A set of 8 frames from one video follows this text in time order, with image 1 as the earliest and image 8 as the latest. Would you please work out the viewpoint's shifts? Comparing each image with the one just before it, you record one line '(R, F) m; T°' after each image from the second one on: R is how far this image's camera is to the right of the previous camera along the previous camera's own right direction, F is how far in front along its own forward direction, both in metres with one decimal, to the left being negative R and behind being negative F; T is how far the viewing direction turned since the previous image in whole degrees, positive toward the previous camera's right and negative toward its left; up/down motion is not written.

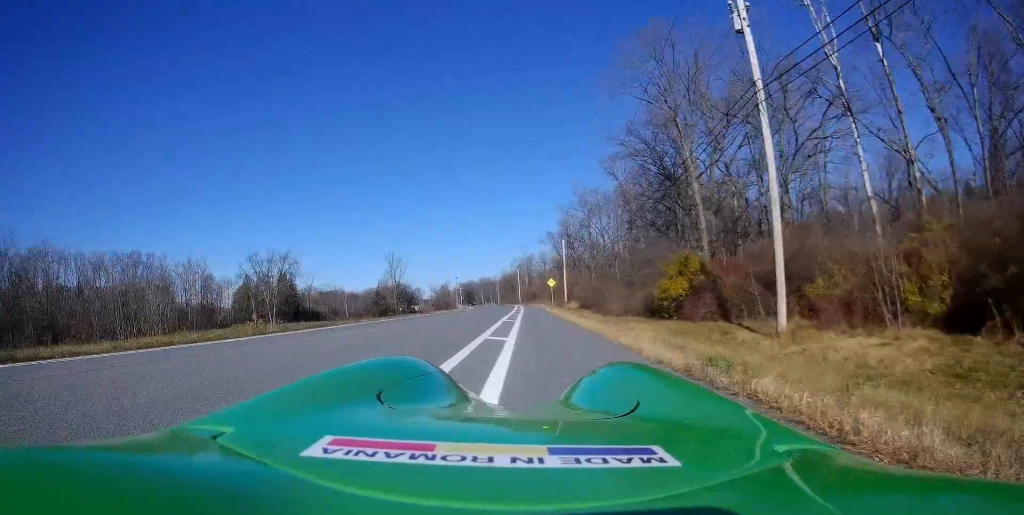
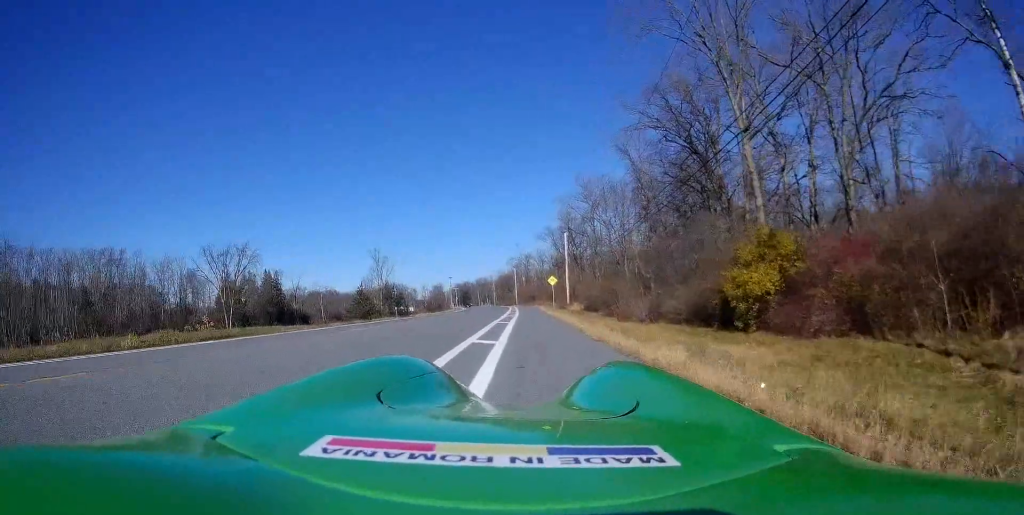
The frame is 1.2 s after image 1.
(+0.1, +10.5) m; +1°
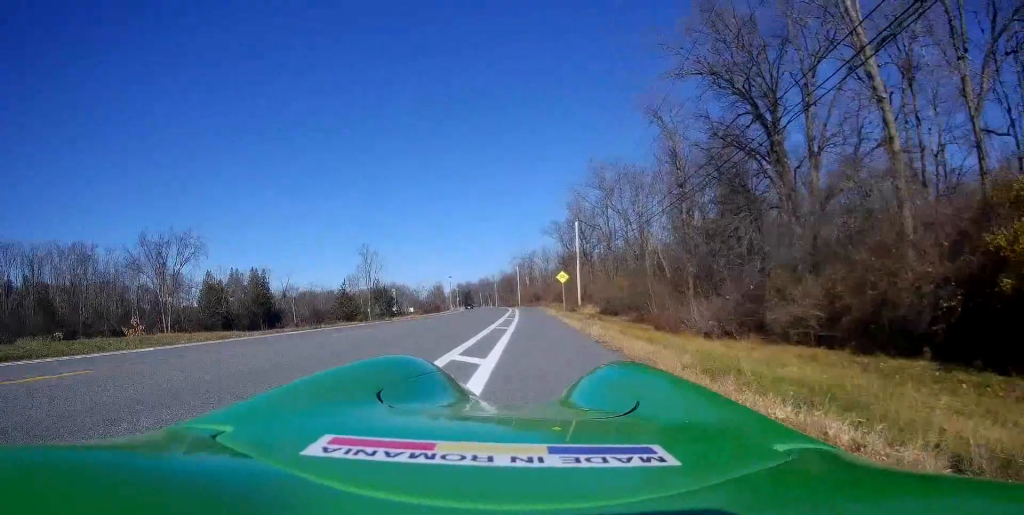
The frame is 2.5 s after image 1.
(0.0, +12.4) m; +1°
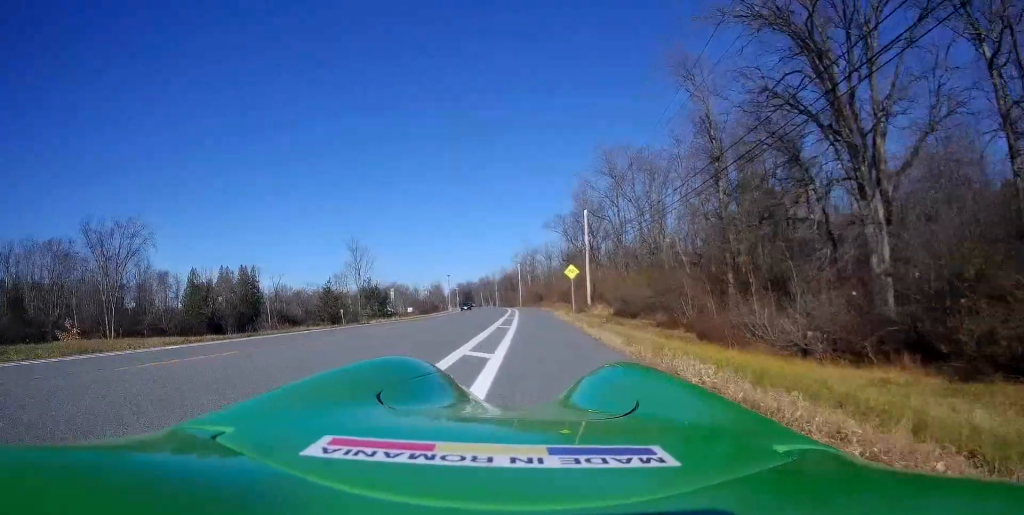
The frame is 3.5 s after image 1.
(0.0, +8.1) m; +1°
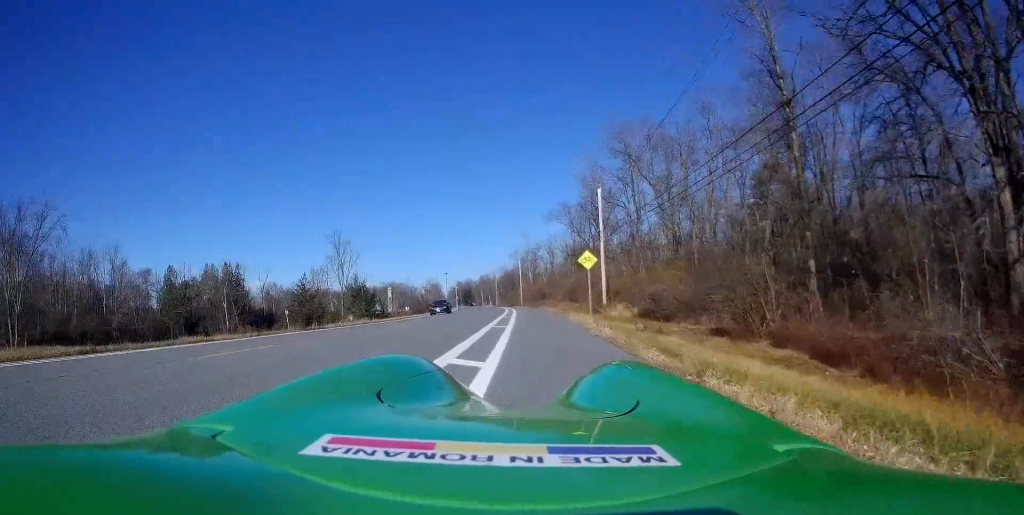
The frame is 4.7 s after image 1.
(0.0, +10.5) m; -1°
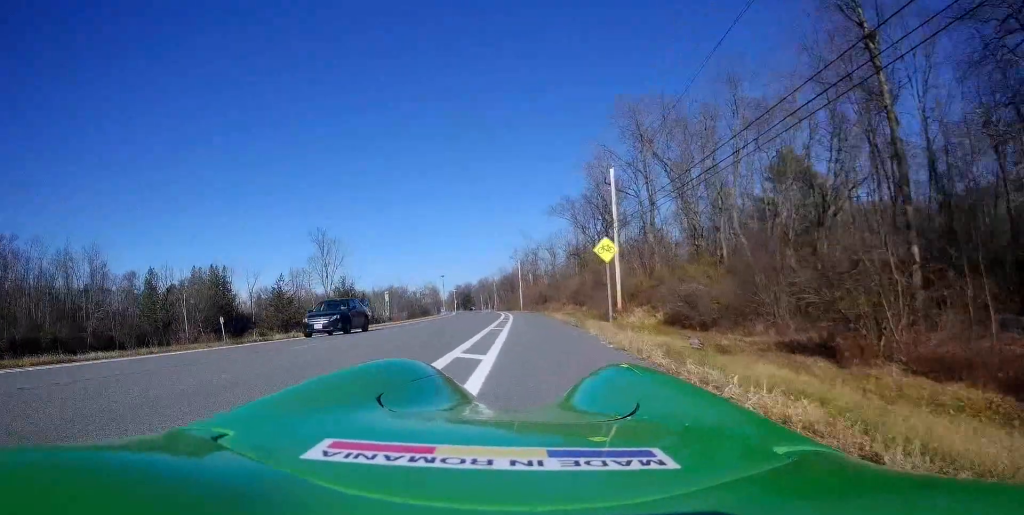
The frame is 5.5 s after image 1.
(-0.1, +7.5) m; 0°
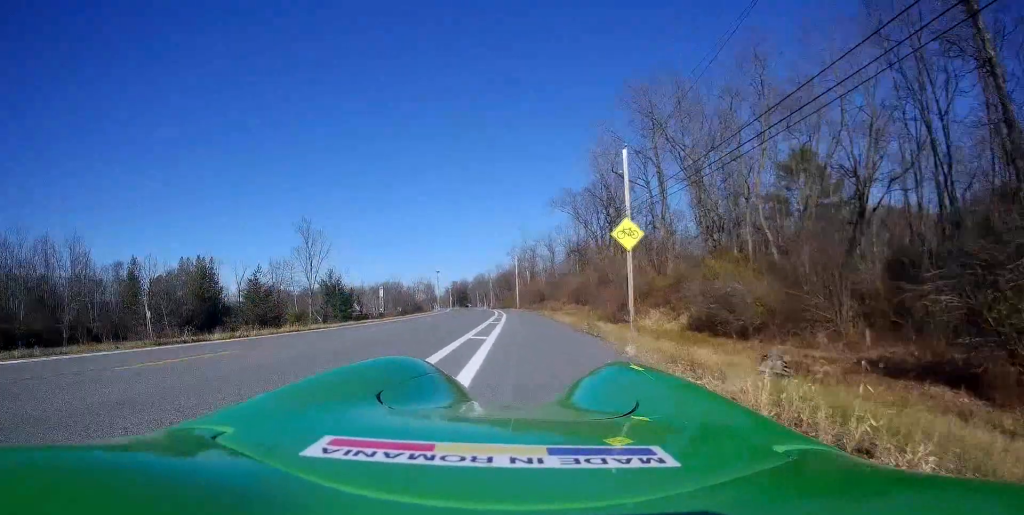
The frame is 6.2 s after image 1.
(-0.1, +5.3) m; +1°
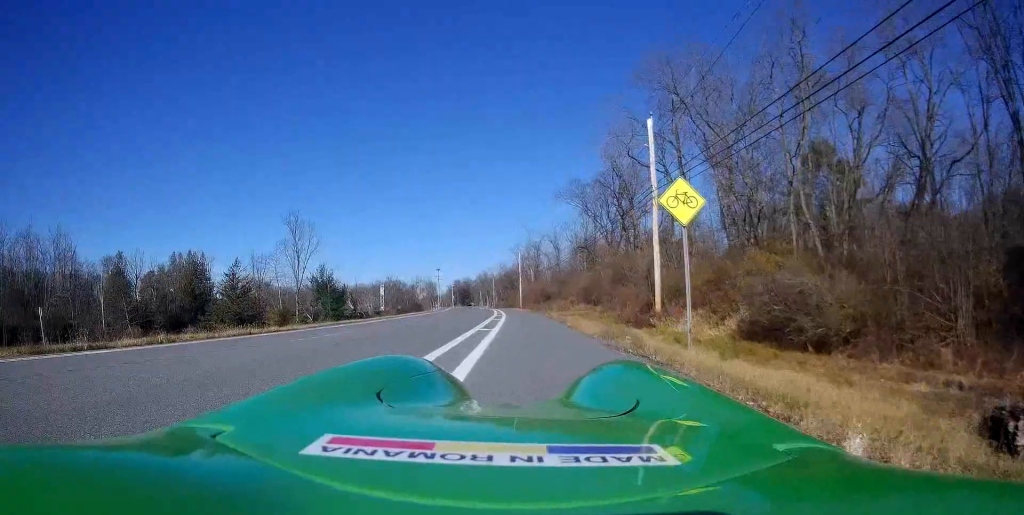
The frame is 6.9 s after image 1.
(+0.3, +6.0) m; 0°
